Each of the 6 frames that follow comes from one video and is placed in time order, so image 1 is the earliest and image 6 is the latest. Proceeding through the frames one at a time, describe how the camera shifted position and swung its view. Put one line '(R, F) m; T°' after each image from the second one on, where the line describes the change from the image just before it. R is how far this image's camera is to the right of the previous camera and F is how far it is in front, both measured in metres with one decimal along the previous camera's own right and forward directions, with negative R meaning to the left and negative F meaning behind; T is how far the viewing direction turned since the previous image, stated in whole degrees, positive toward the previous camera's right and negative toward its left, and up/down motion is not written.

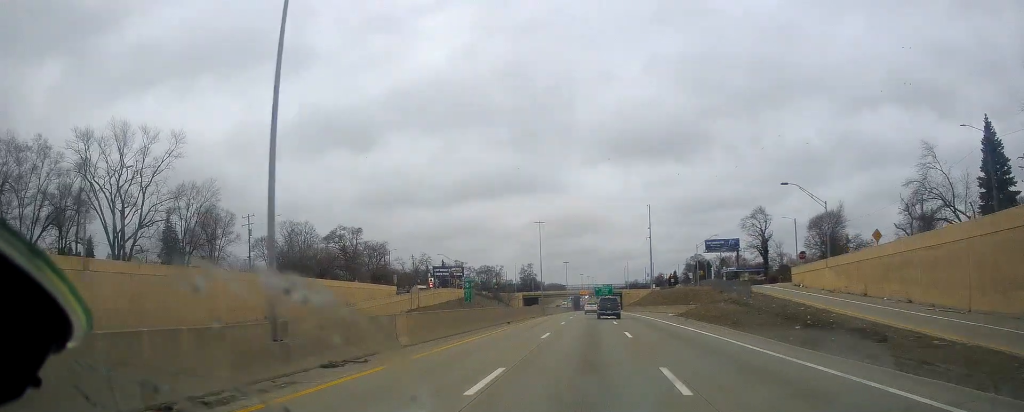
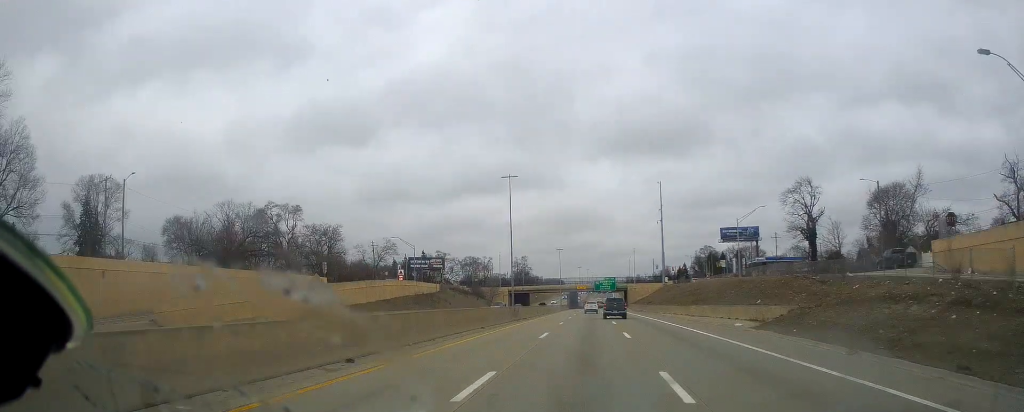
(+0.4, +31.0) m; 0°
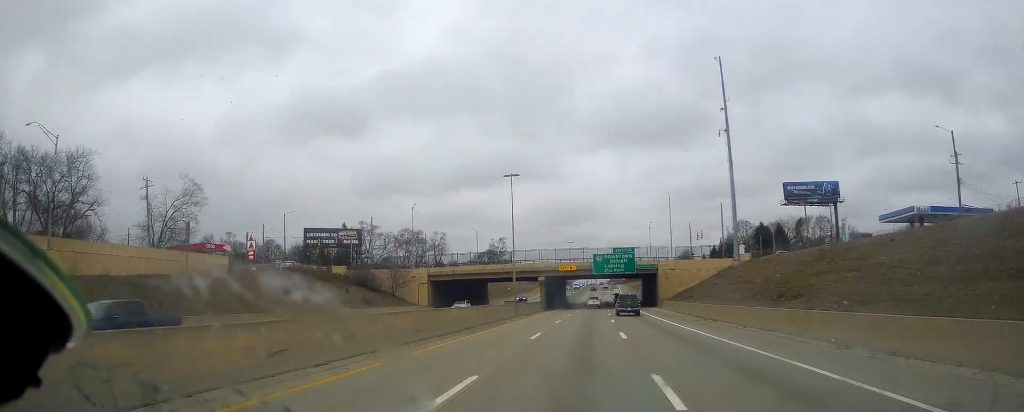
(-0.2, +77.0) m; 0°
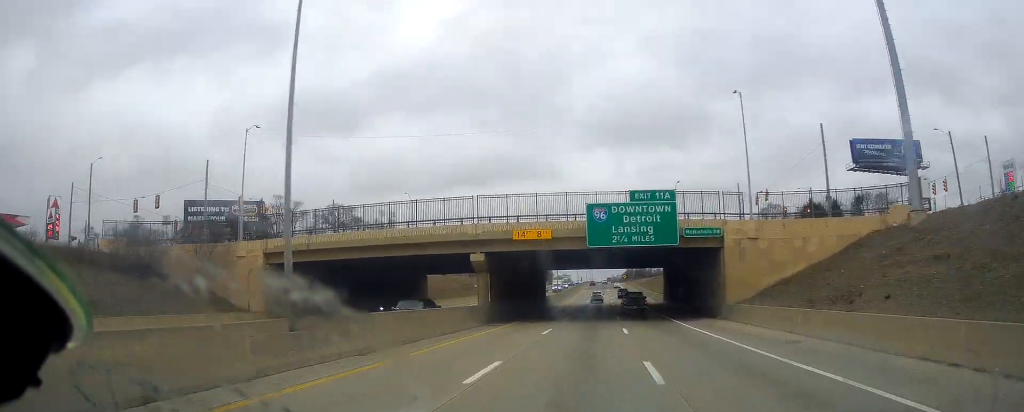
(-0.5, +42.9) m; 0°
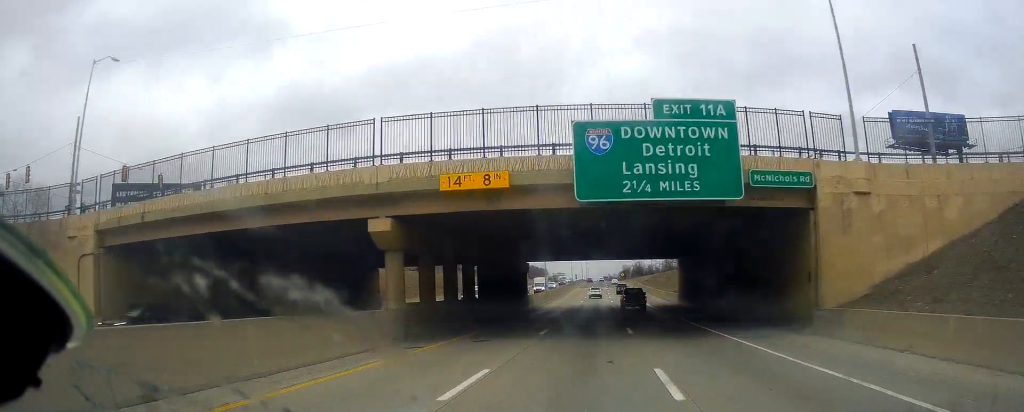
(+0.4, +17.2) m; +1°
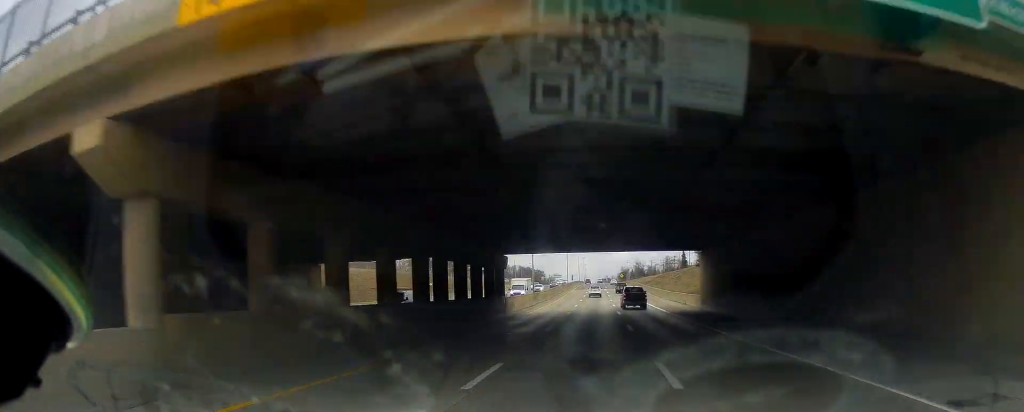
(+0.1, +13.9) m; 0°
